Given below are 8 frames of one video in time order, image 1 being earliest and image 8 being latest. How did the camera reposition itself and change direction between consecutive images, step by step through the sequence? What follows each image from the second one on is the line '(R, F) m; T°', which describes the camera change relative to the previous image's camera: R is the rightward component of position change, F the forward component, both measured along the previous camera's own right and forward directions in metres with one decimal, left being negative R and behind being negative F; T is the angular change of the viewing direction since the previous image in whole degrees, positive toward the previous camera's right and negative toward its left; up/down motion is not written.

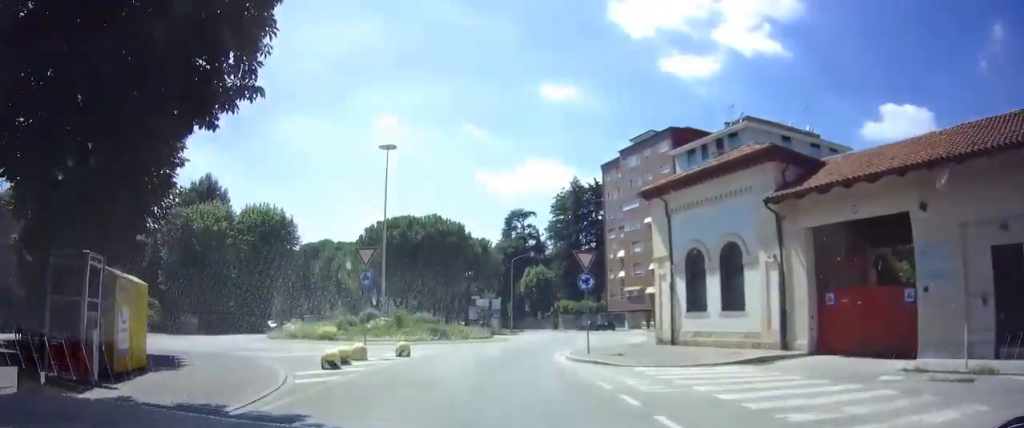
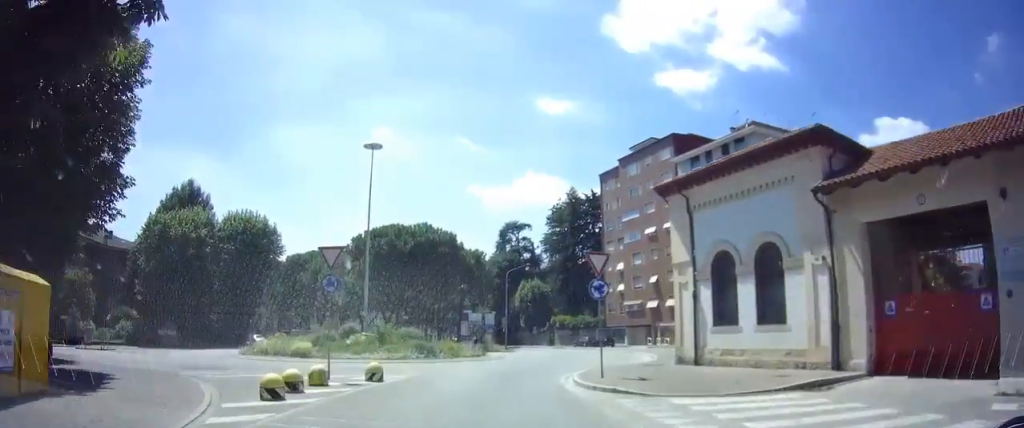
(+0.1, +4.0) m; 0°
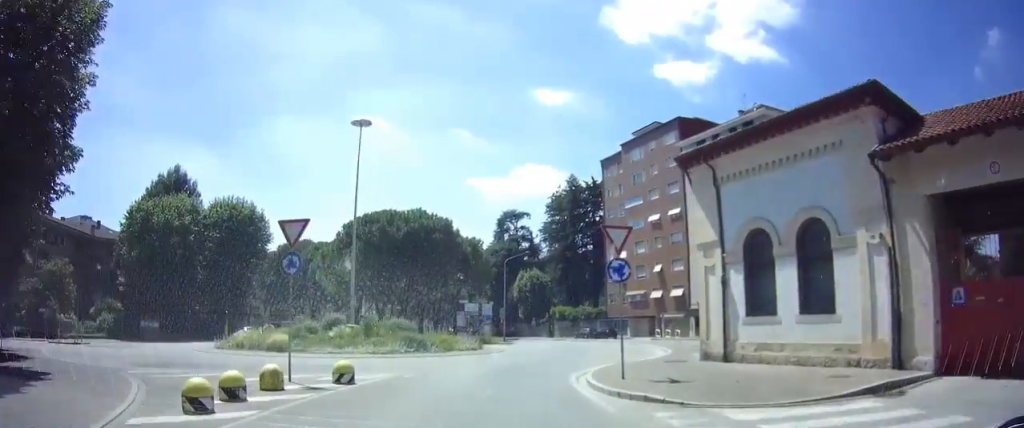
(0.0, +3.6) m; 0°
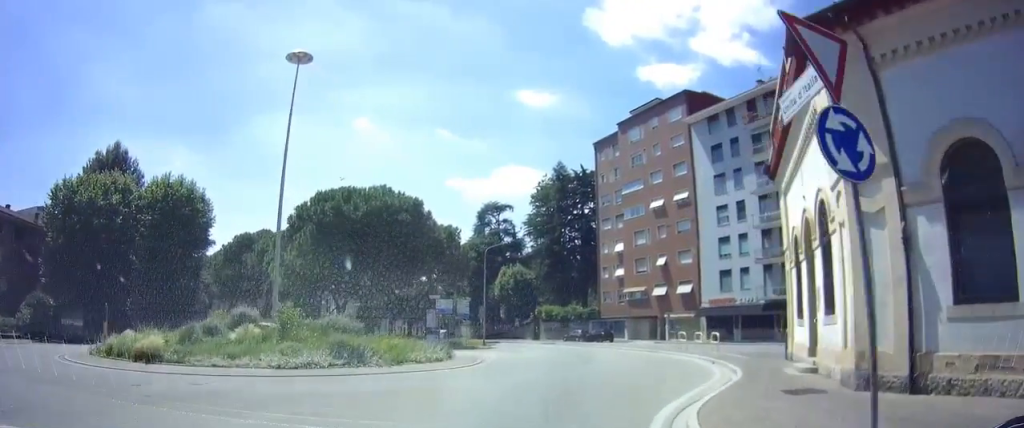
(+0.1, +11.3) m; +2°
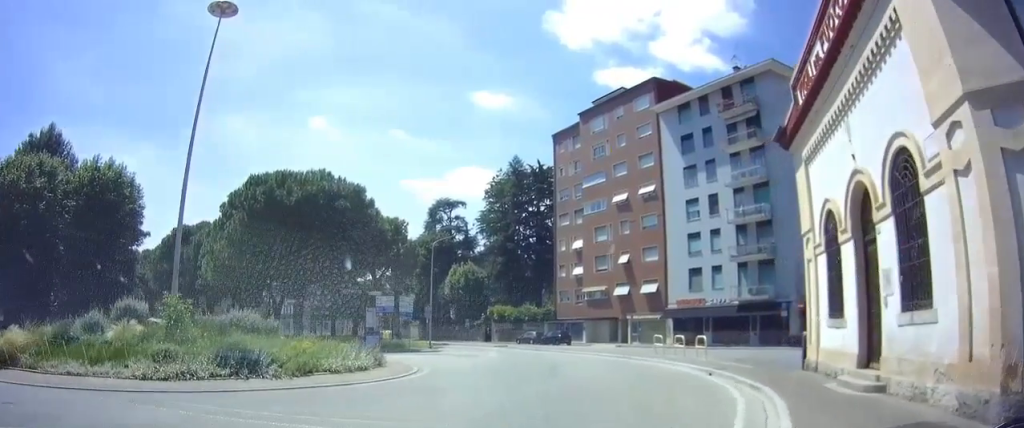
(0.0, +4.9) m; +5°
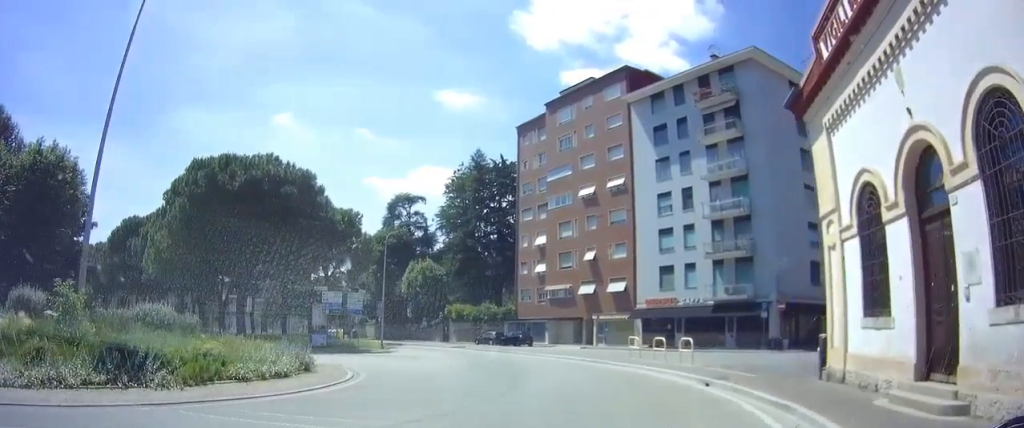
(+0.3, +2.8) m; +3°
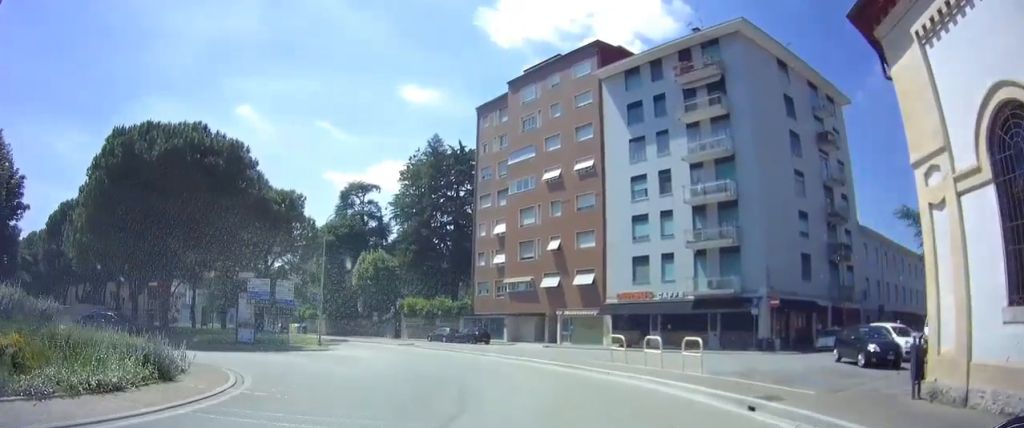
(+0.2, +4.3) m; +4°
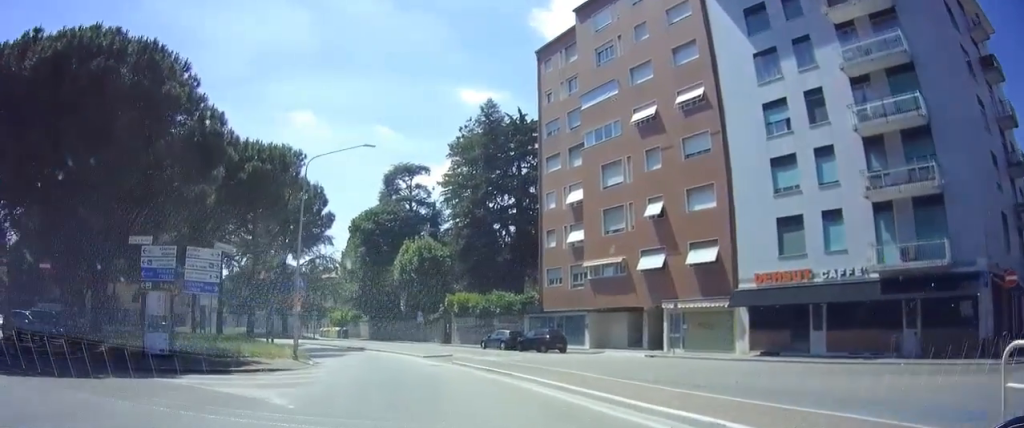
(+0.4, +11.9) m; -1°
